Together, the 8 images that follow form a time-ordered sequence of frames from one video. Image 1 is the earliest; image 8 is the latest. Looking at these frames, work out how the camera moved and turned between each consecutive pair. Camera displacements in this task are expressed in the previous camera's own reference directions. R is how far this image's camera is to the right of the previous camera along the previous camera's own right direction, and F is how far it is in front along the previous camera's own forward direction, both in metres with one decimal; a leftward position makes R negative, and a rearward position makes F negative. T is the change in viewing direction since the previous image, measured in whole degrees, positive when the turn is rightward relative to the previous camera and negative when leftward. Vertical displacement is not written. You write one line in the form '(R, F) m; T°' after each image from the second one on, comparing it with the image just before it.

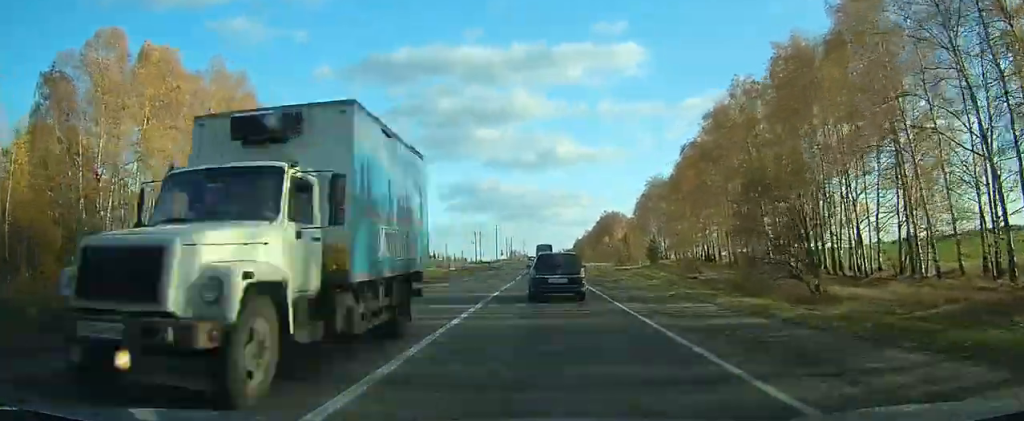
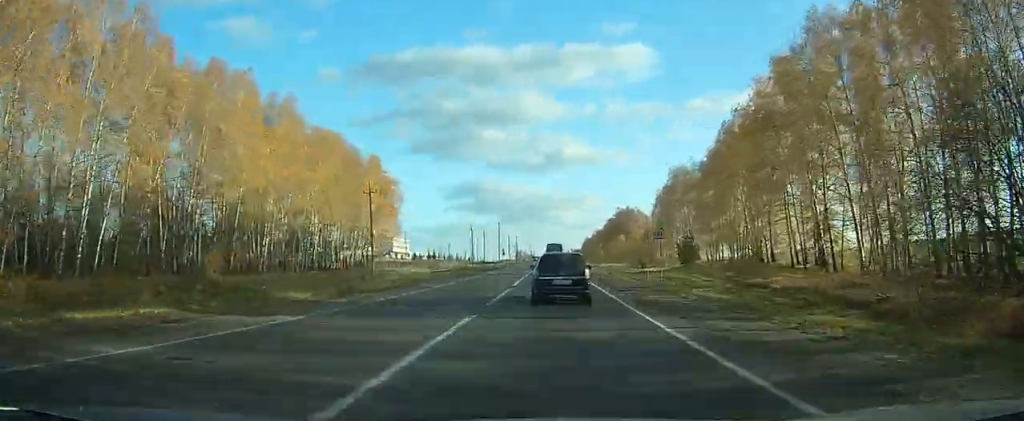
(-2.5, +21.7) m; -3°
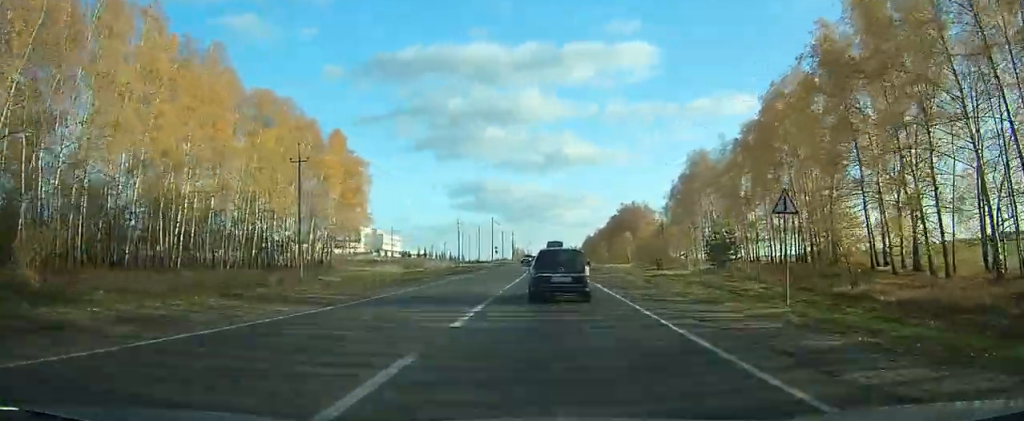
(+0.4, +18.7) m; +1°
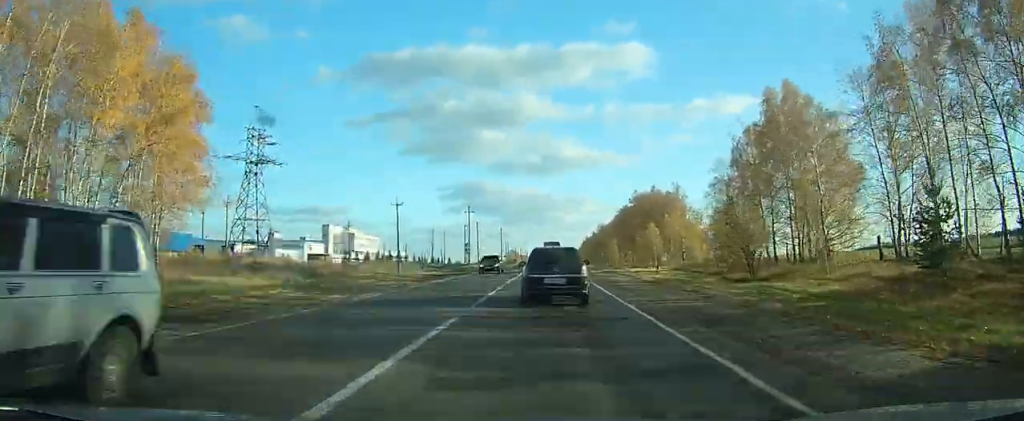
(+2.1, +45.2) m; +3°
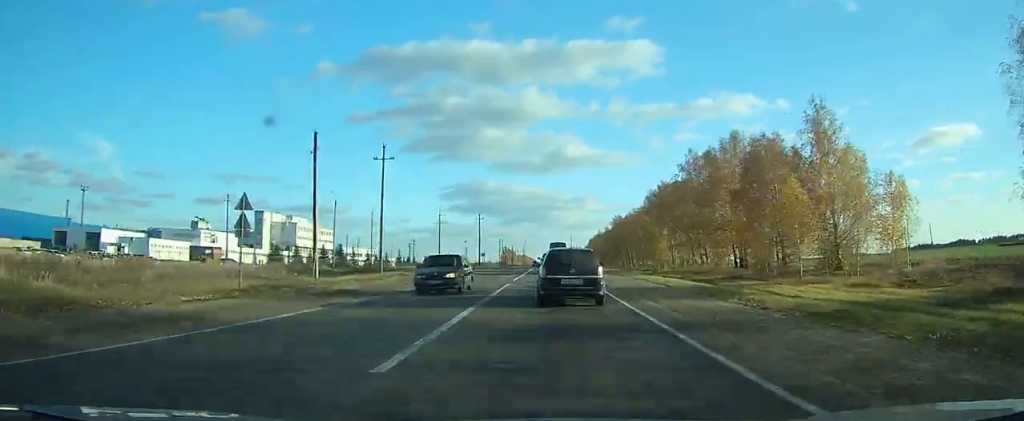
(+0.6, +68.2) m; 0°
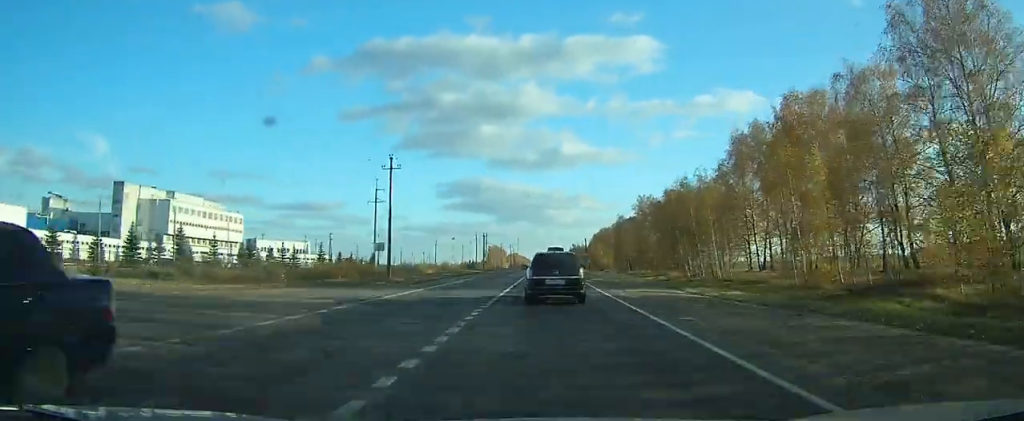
(-0.1, +77.3) m; 0°
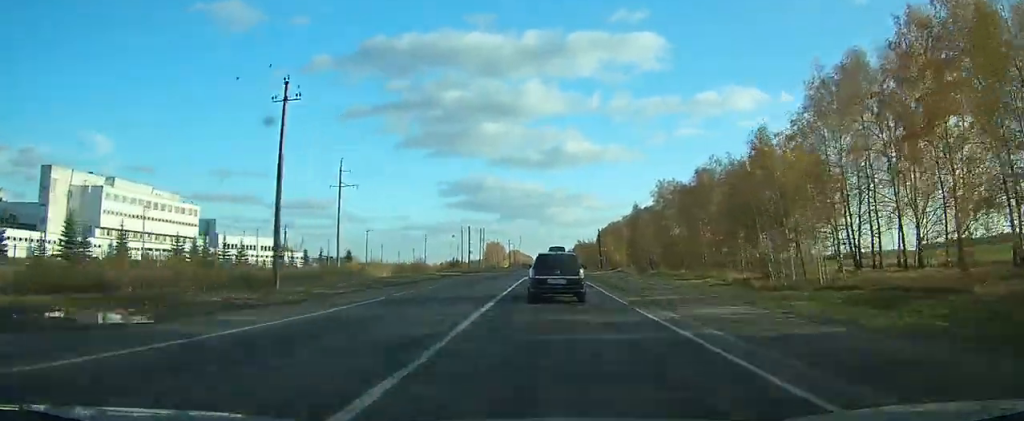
(+0.1, +27.9) m; 0°
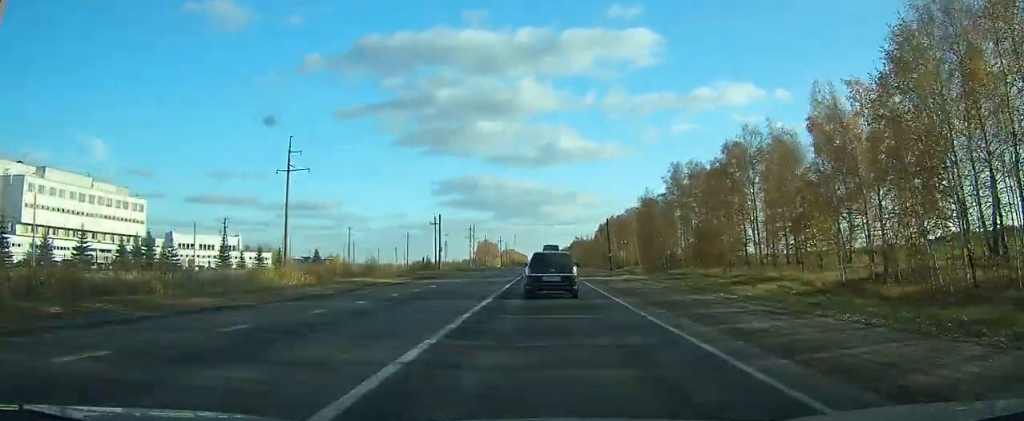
(0.0, +22.1) m; 0°
